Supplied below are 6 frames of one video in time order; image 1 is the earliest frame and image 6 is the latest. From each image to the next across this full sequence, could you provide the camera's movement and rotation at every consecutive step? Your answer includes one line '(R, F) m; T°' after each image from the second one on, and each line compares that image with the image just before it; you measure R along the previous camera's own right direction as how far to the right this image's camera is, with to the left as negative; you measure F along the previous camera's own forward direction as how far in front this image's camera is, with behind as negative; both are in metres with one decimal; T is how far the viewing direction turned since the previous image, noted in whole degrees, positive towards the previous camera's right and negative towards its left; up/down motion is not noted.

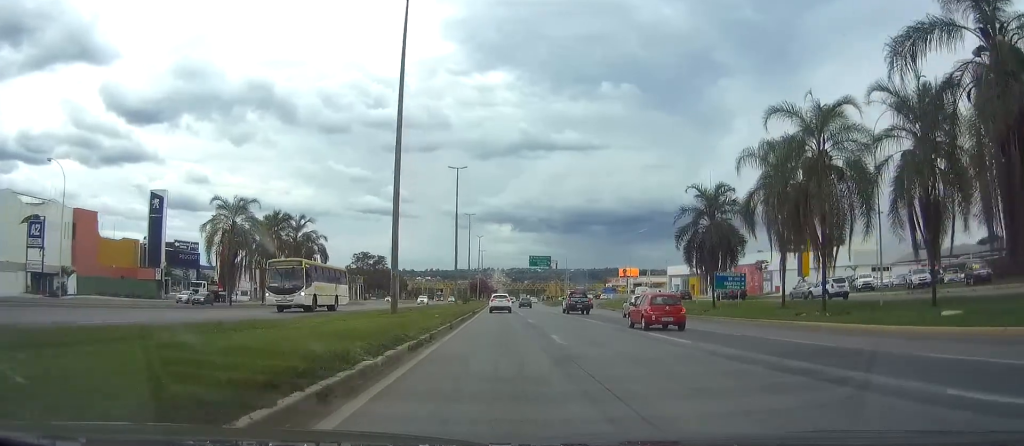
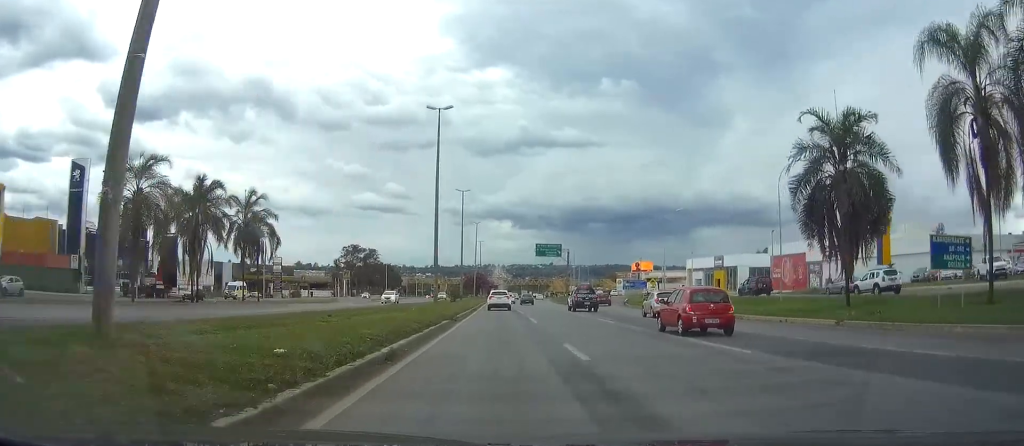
(0.0, +21.4) m; 0°
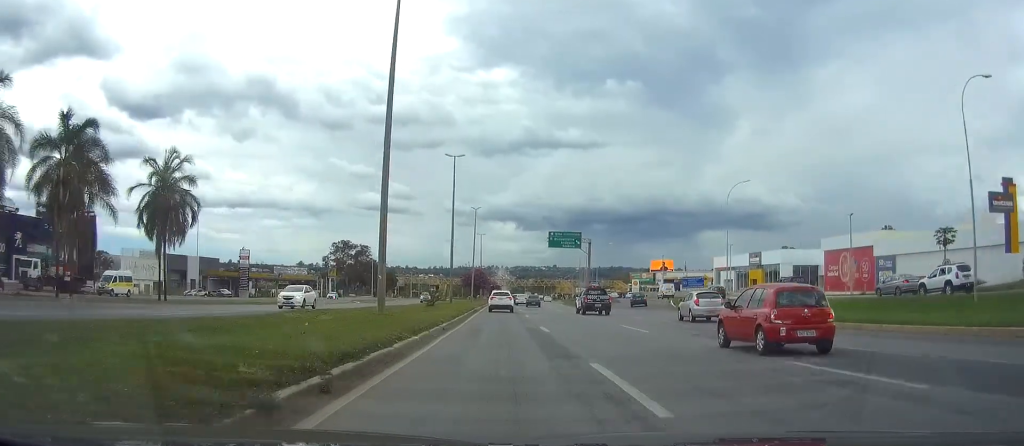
(-0.2, +22.2) m; 0°
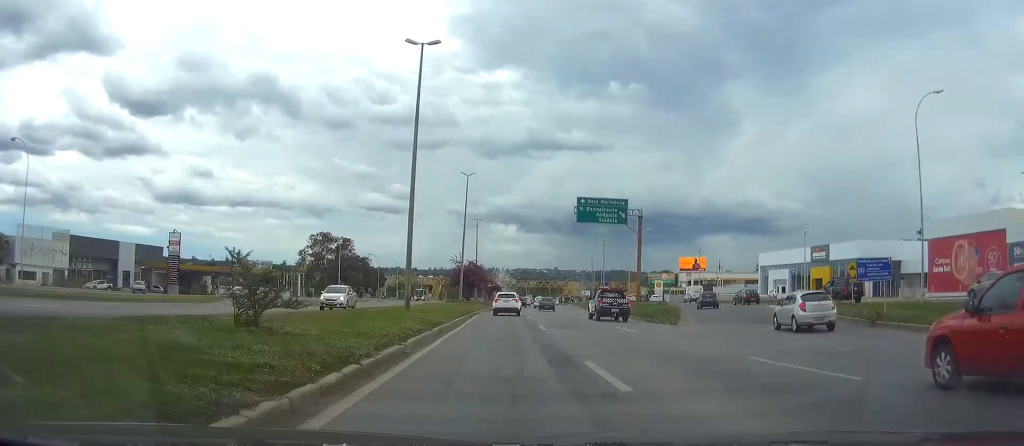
(0.0, +30.0) m; 0°
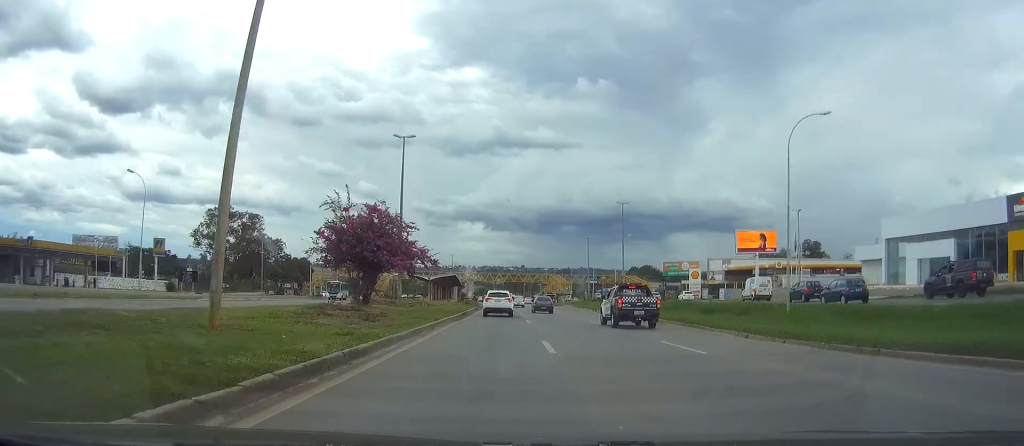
(+1.1, +58.3) m; +2°
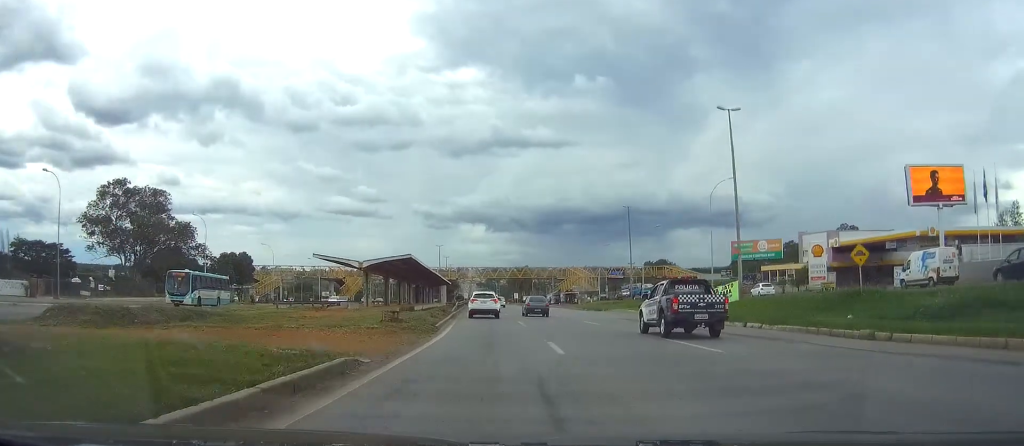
(+0.1, +48.4) m; -1°
